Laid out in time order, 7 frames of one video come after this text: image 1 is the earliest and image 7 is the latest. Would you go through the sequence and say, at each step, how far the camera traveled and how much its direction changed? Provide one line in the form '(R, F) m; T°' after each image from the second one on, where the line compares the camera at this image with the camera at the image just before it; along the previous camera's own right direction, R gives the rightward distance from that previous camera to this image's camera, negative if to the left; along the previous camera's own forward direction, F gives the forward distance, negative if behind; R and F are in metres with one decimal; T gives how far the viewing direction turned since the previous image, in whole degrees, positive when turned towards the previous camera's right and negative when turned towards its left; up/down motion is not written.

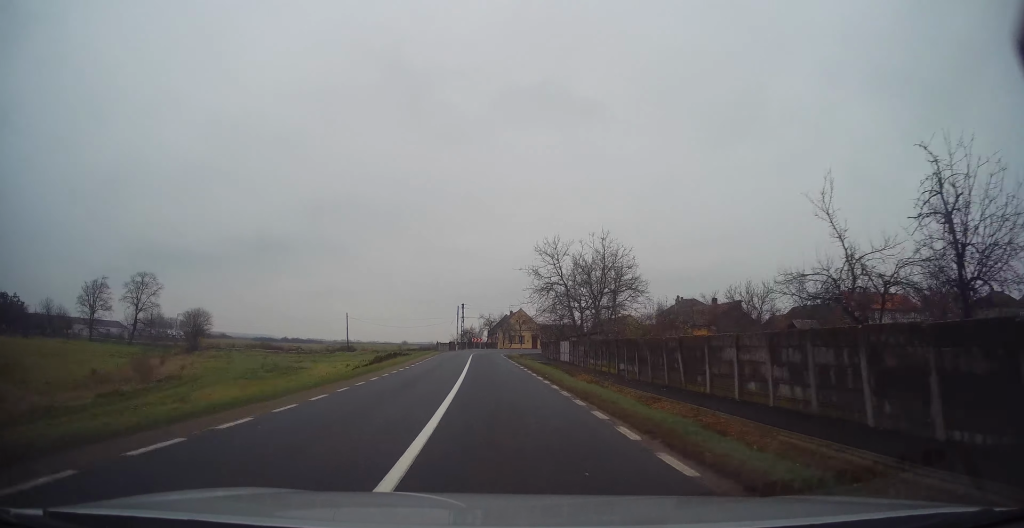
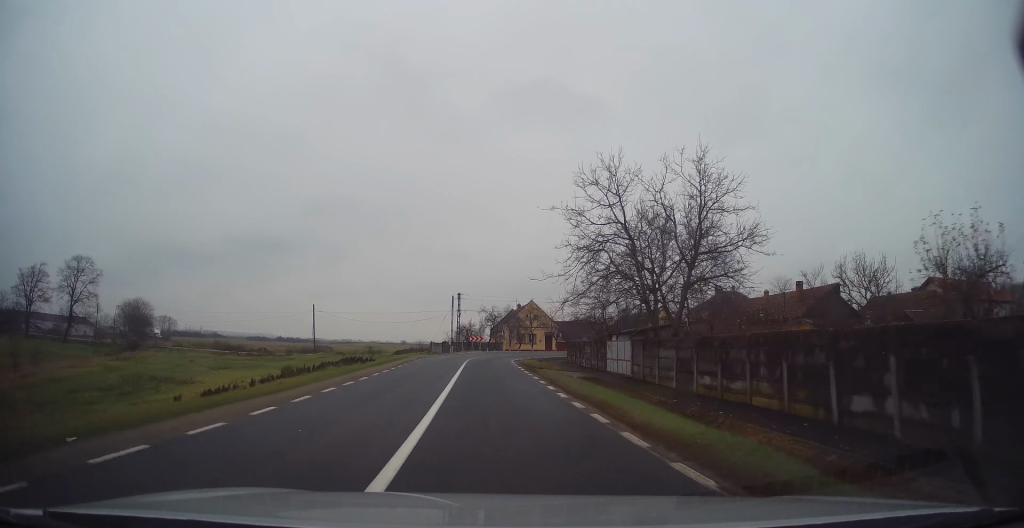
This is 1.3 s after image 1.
(-0.6, +18.0) m; -2°
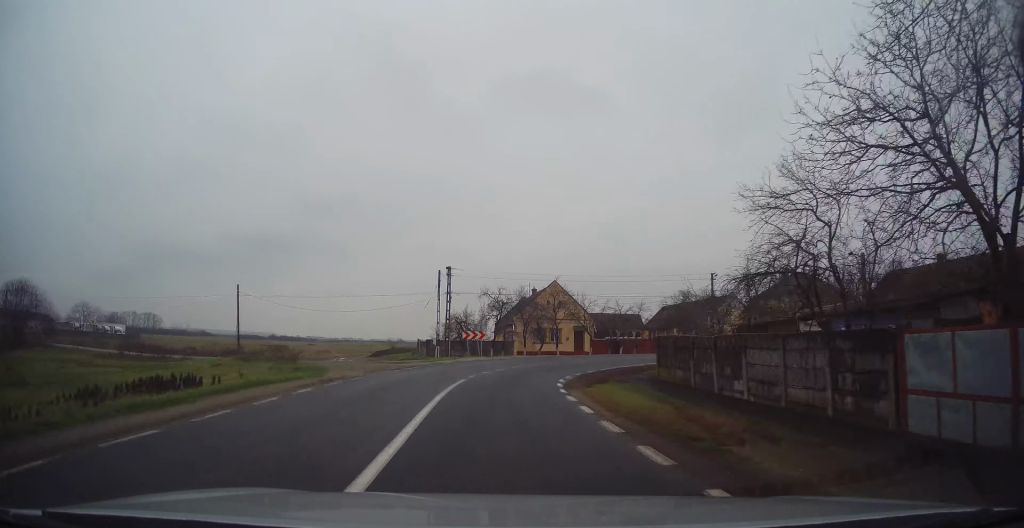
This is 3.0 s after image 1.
(+0.1, +22.3) m; +1°
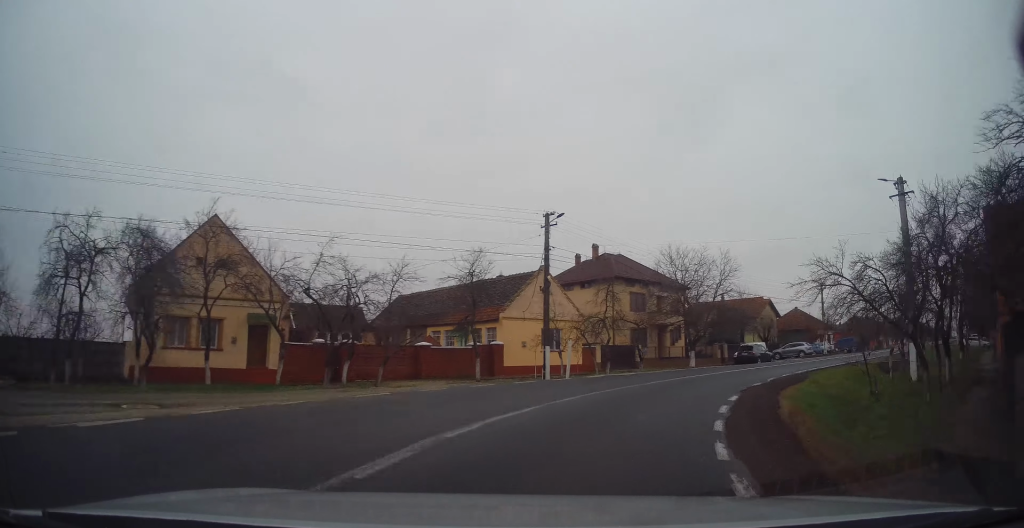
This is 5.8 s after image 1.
(+5.8, +29.1) m; +38°
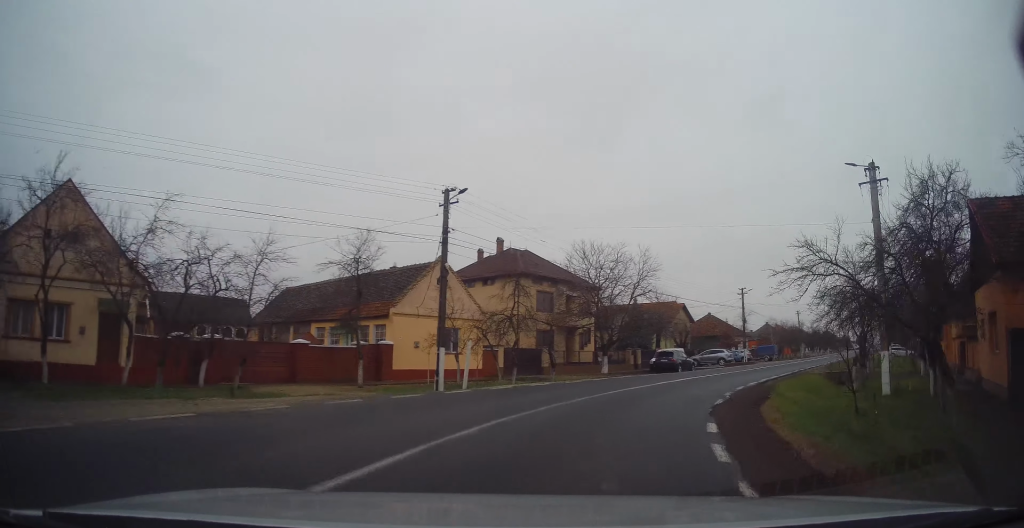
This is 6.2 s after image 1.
(+0.8, +4.2) m; +9°
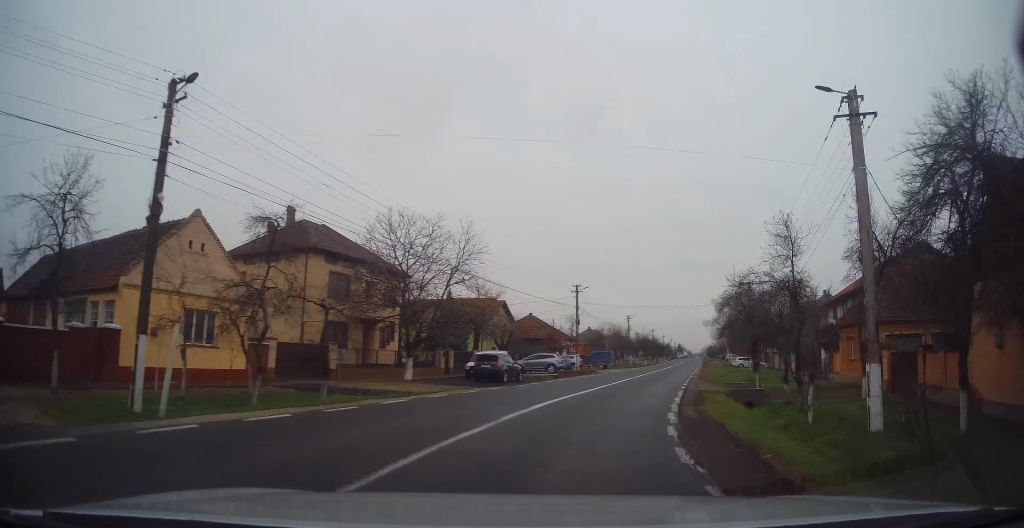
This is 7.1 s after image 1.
(+1.4, +8.7) m; +17°
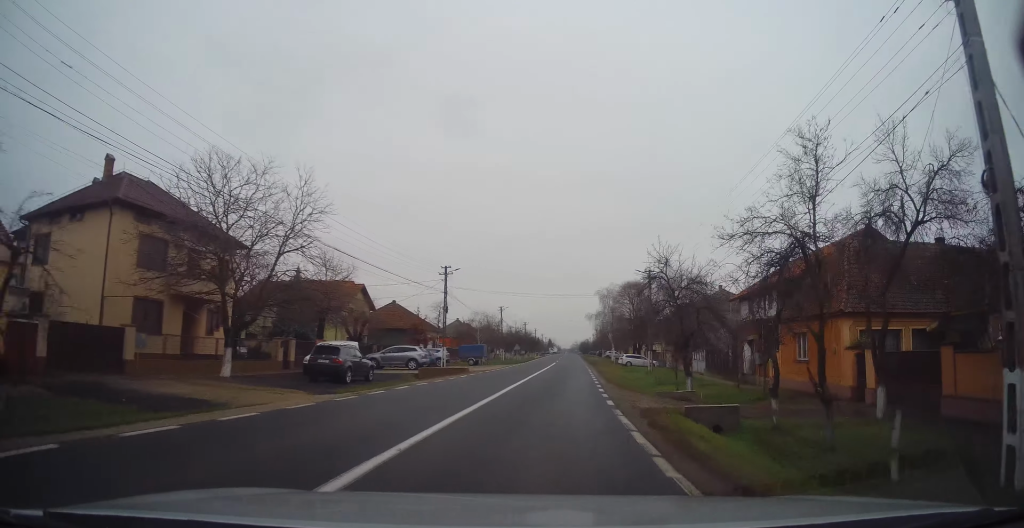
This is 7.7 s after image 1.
(+0.6, +6.9) m; +10°
